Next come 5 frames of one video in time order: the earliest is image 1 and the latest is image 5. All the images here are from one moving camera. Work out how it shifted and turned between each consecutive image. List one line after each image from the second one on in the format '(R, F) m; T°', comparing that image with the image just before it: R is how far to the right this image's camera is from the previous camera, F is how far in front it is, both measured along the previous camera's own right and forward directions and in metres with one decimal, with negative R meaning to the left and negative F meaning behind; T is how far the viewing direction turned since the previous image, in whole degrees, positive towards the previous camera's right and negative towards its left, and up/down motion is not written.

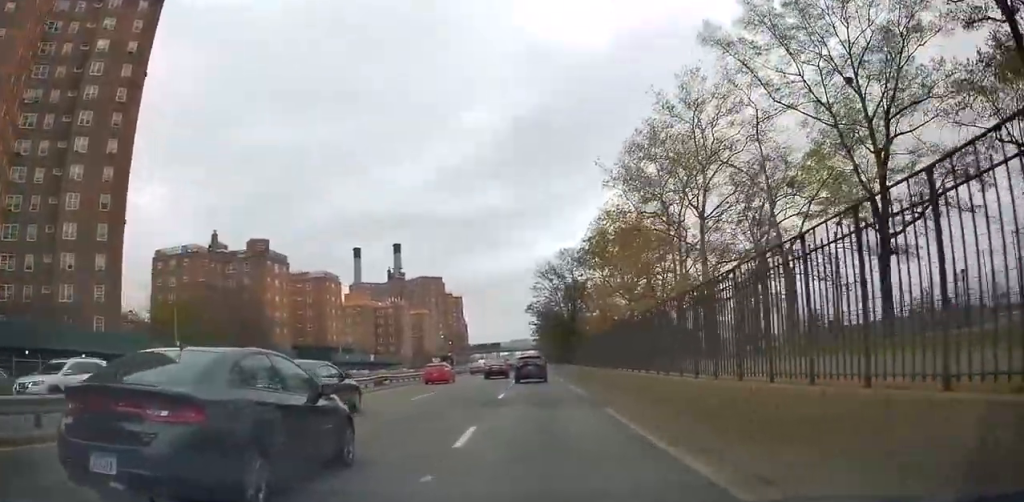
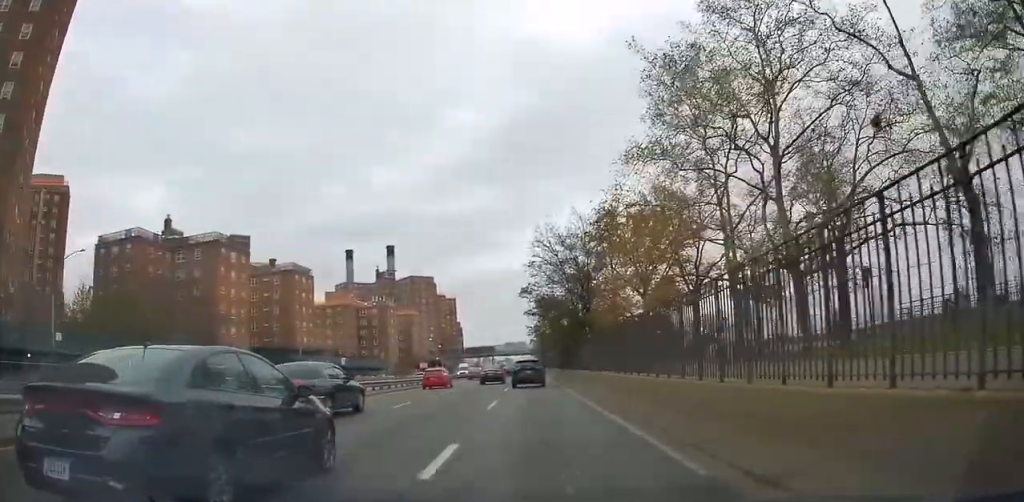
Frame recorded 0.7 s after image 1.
(+0.3, +14.8) m; +1°
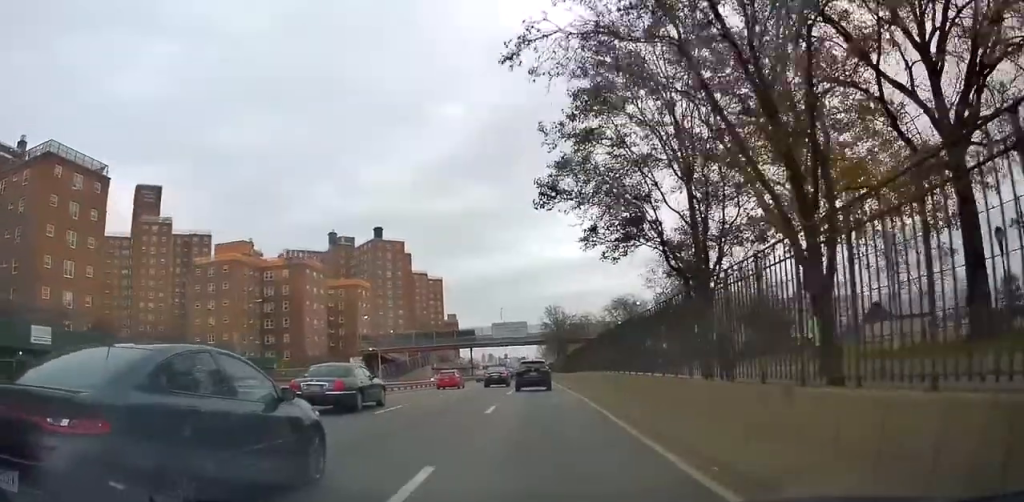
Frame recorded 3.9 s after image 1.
(+1.2, +62.4) m; +2°
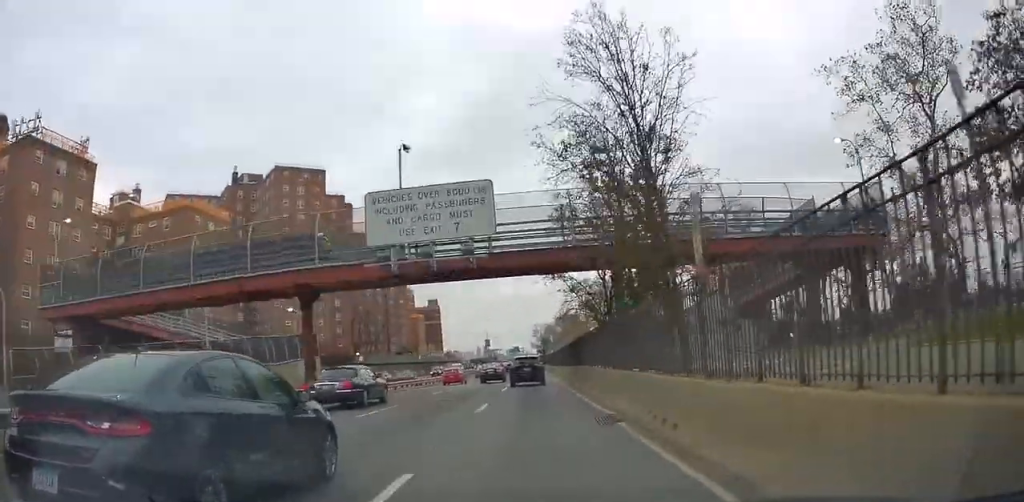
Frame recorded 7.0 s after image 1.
(+0.2, +60.9) m; +1°
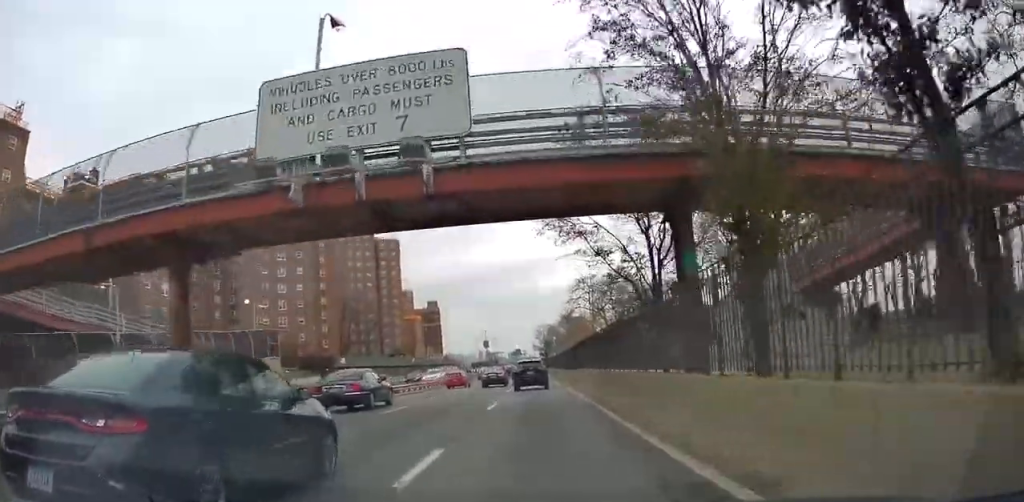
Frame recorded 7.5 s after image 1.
(+0.2, +9.7) m; 0°
